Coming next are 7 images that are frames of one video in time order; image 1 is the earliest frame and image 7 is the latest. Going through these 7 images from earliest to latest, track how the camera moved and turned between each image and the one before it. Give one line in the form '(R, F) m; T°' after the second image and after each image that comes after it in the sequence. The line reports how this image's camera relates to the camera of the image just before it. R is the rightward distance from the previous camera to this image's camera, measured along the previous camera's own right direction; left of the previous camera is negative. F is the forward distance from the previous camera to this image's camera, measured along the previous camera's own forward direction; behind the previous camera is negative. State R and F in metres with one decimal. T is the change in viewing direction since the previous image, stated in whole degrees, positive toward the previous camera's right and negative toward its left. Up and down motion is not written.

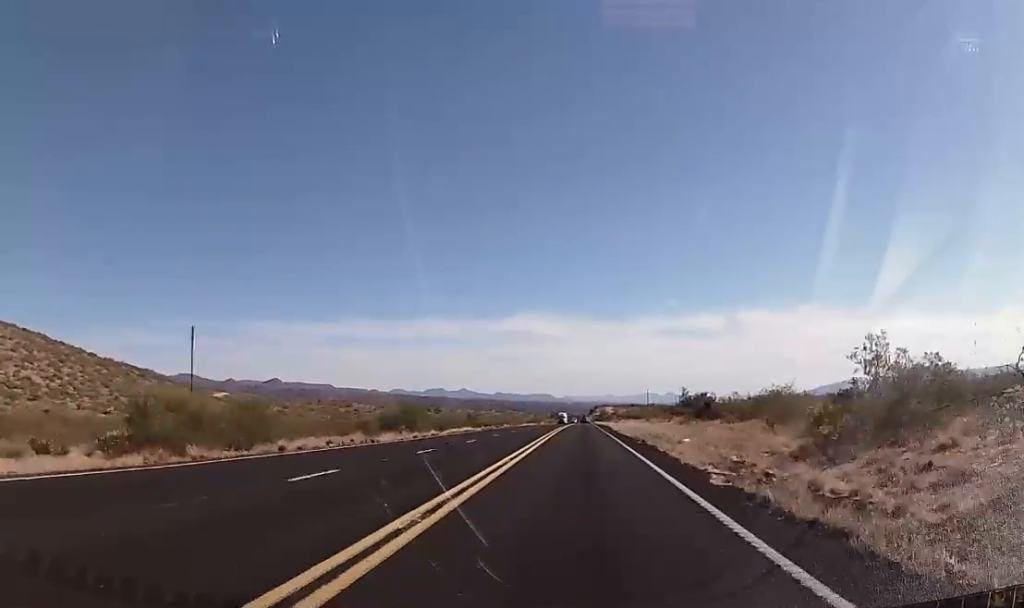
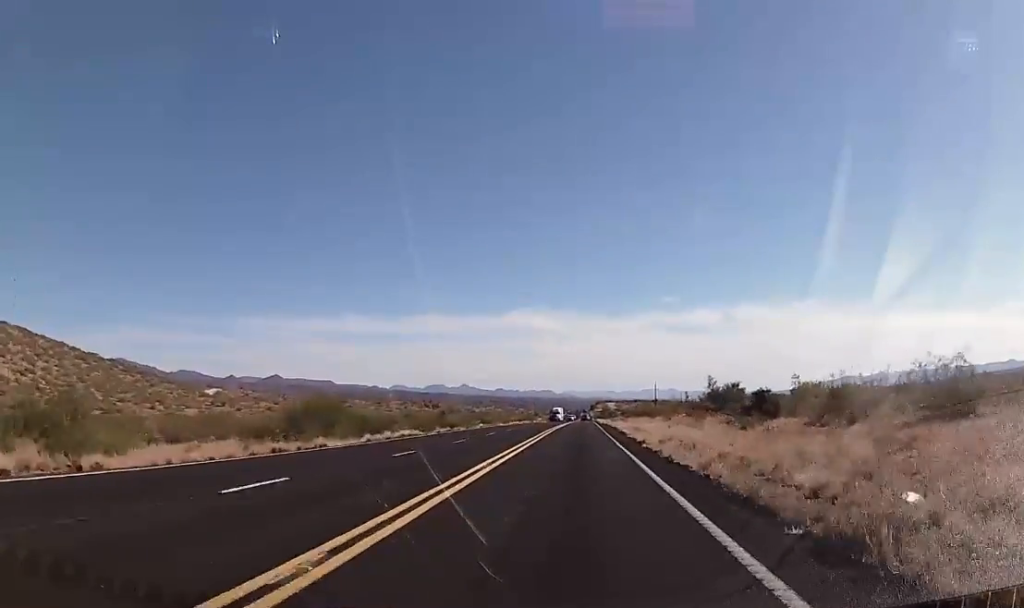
(+0.1, +29.9) m; 0°
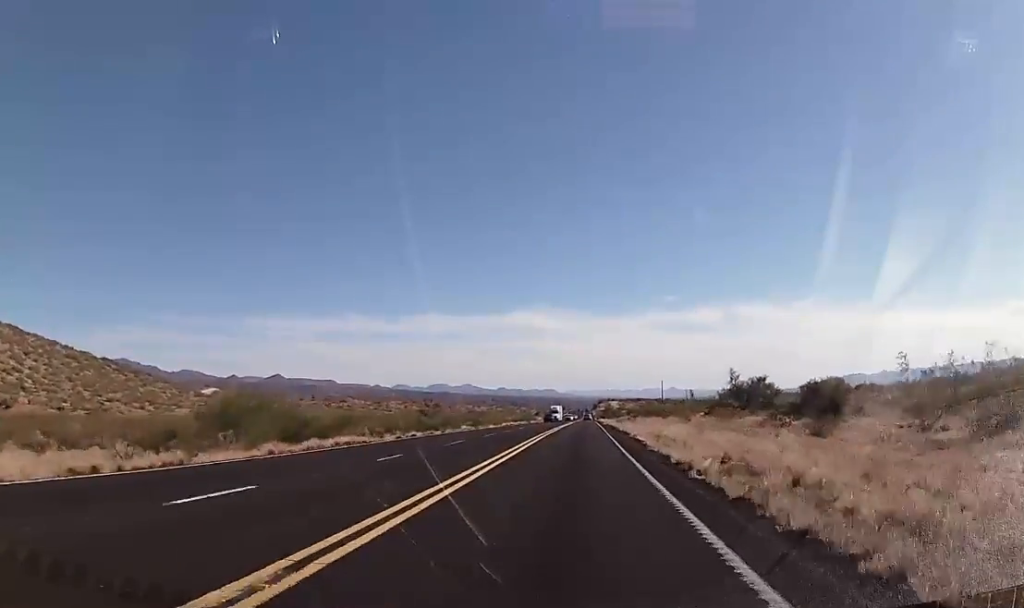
(+0.1, +15.9) m; 0°
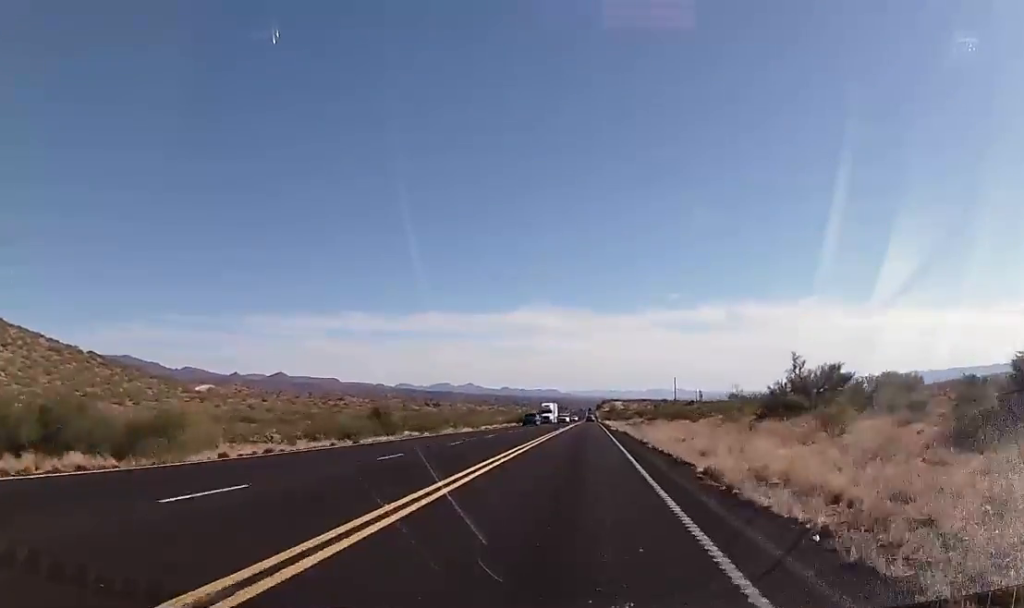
(-0.2, +30.5) m; 0°
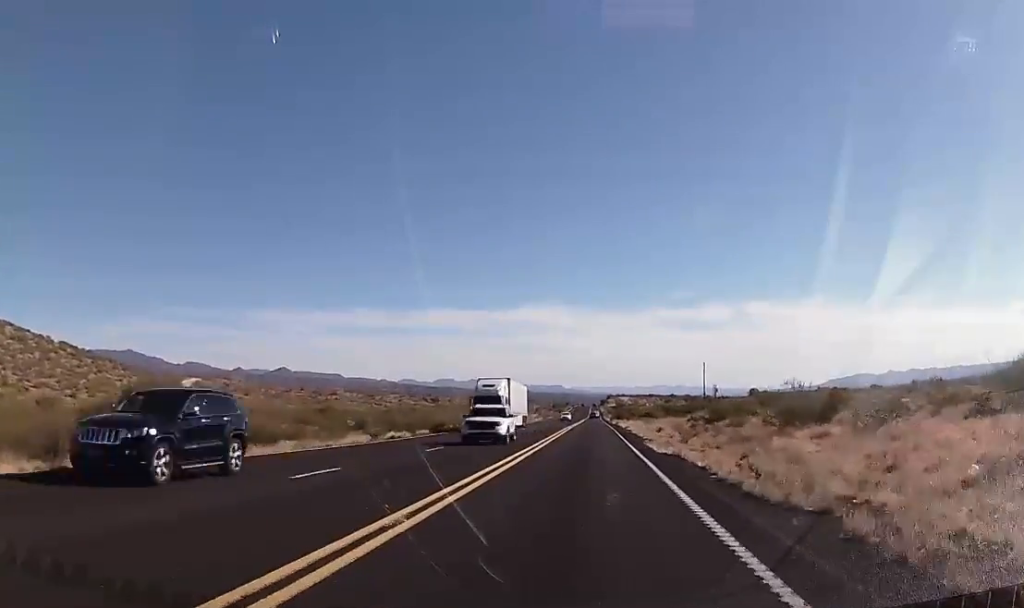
(0.0, +48.5) m; 0°
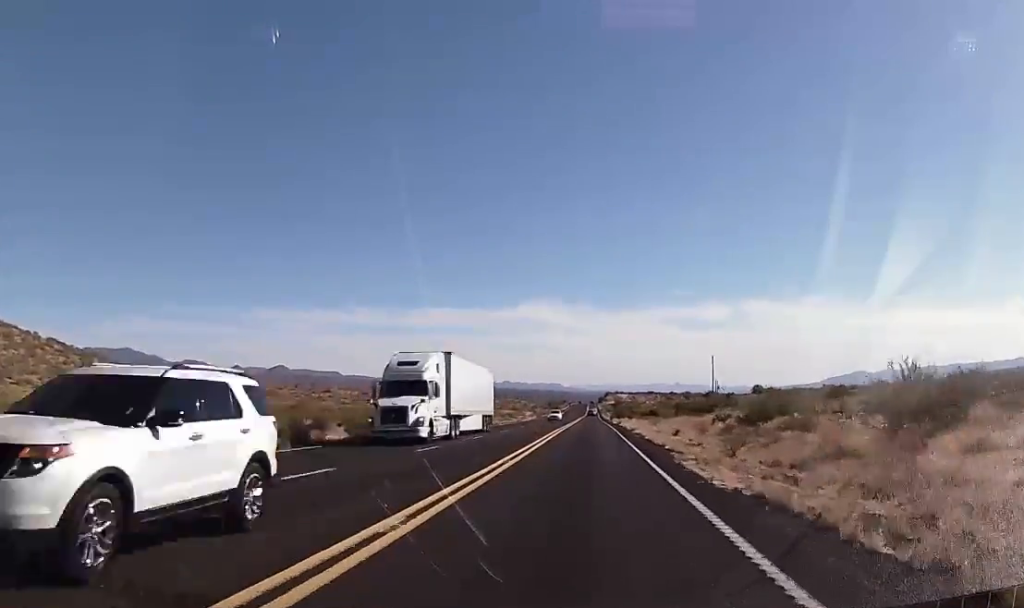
(0.0, +14.1) m; 0°
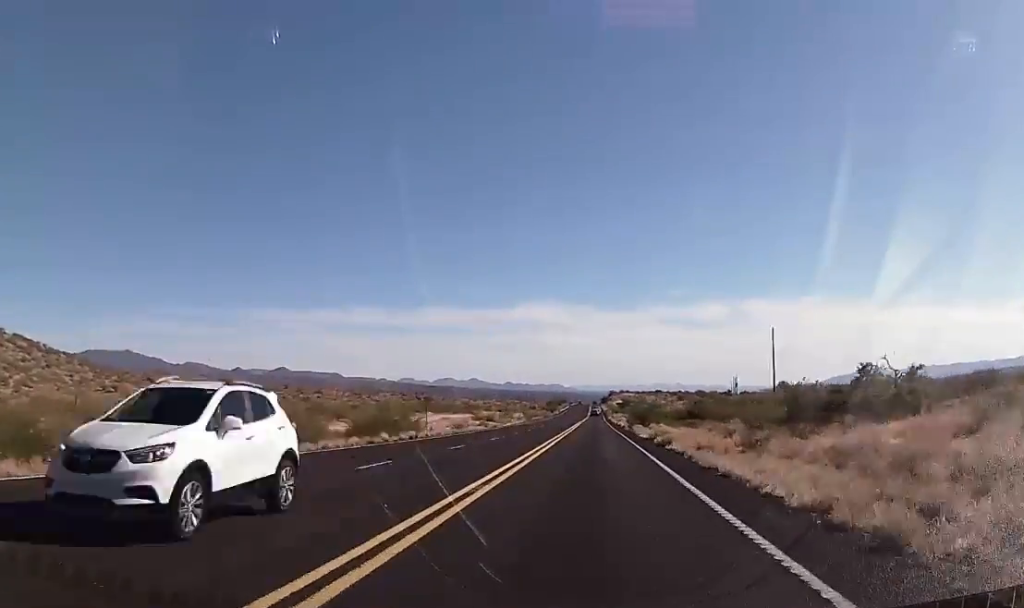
(0.0, +45.4) m; 0°
